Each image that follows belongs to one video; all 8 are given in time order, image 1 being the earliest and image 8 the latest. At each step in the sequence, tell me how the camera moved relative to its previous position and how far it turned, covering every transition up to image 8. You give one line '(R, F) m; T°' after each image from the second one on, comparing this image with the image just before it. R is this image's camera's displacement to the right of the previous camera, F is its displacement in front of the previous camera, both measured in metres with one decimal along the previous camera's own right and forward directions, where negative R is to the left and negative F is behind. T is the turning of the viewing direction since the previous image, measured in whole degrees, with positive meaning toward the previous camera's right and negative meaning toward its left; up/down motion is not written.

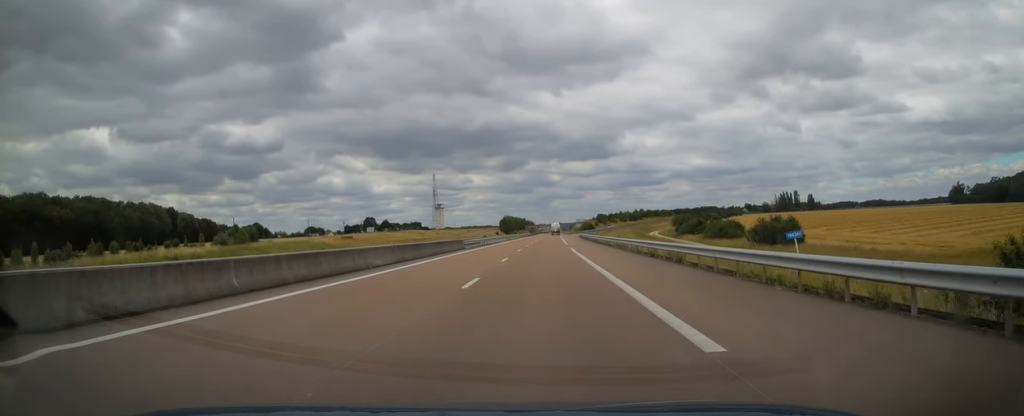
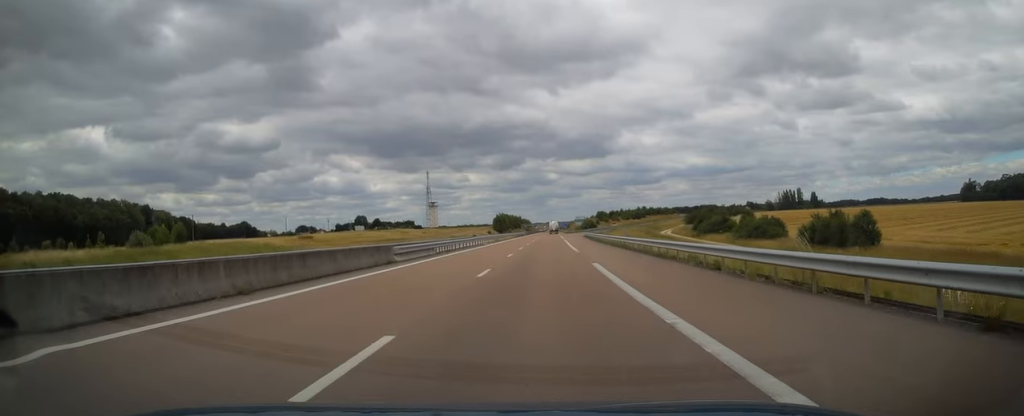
(+0.3, +22.4) m; +1°
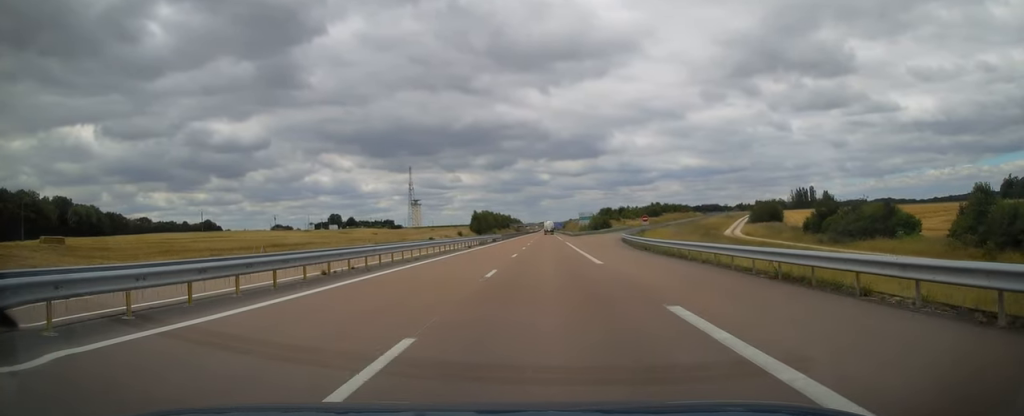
(+0.3, +64.5) m; 0°
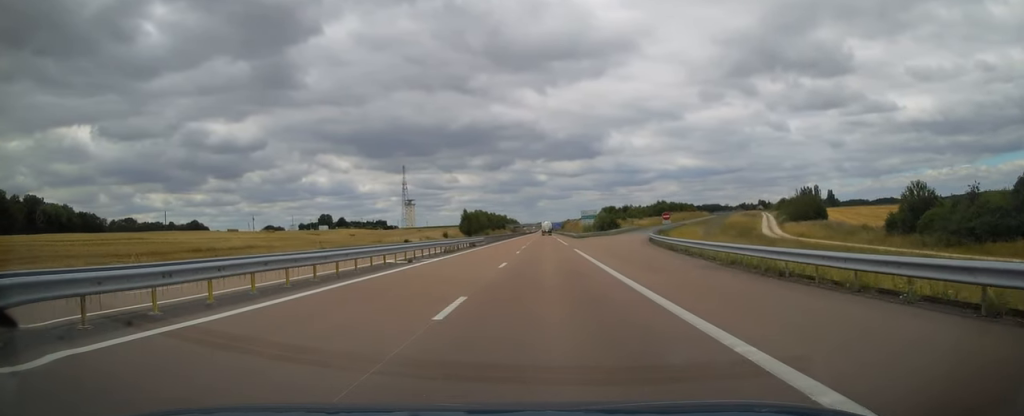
(+0.4, +21.1) m; 0°
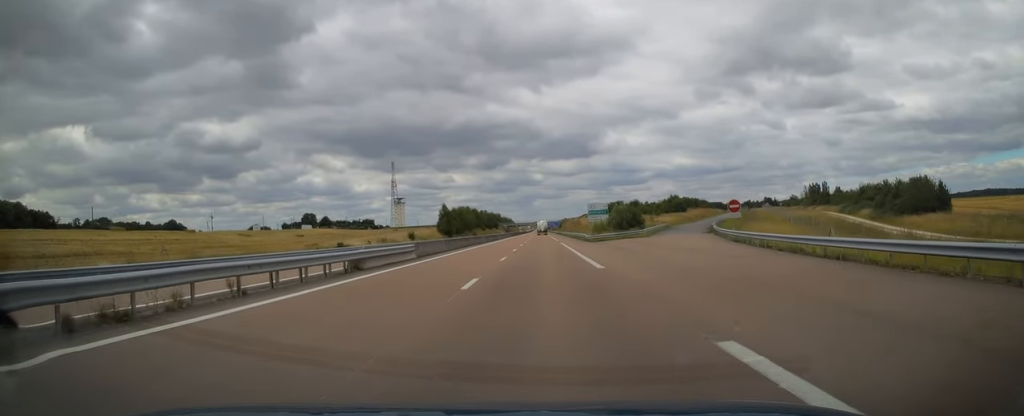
(-0.3, +34.3) m; 0°
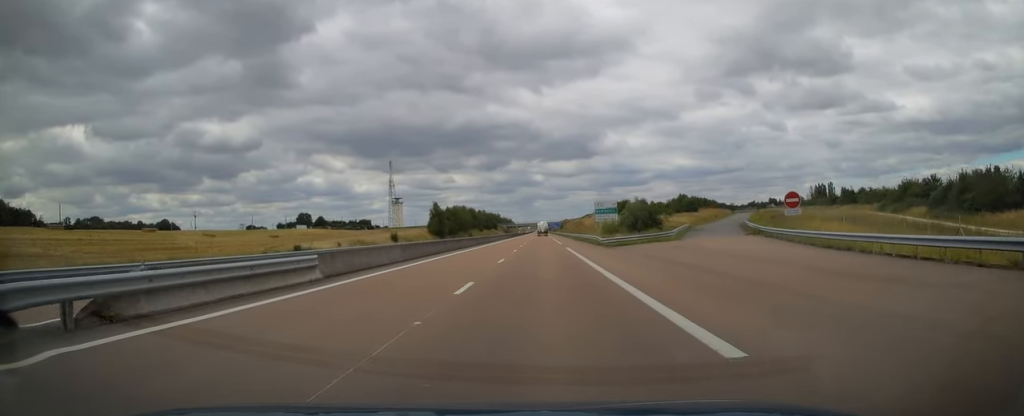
(+0.1, +13.7) m; 0°
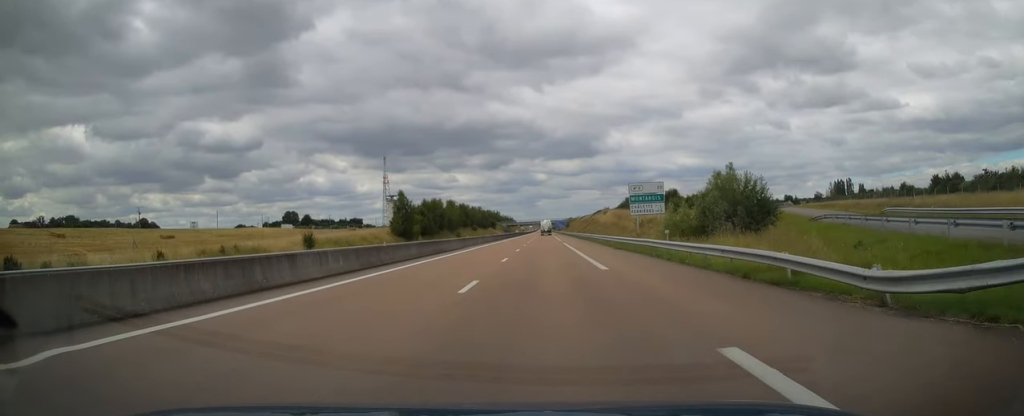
(+0.4, +38.7) m; 0°
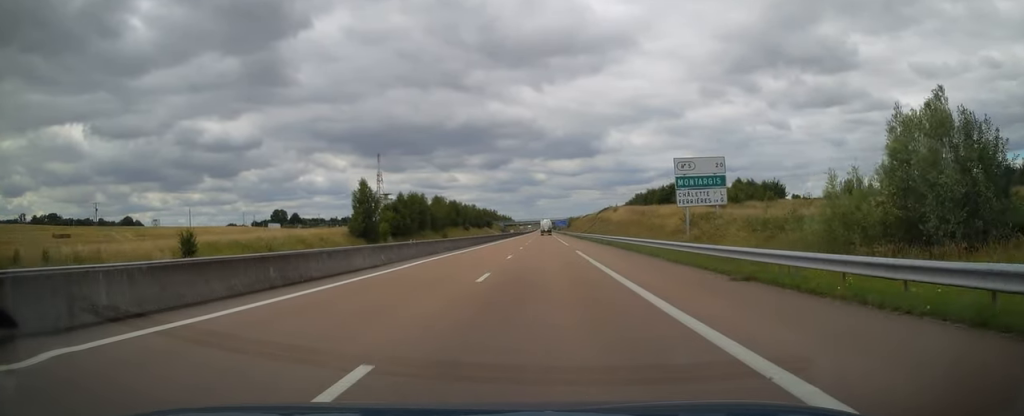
(-0.2, +23.0) m; 0°
